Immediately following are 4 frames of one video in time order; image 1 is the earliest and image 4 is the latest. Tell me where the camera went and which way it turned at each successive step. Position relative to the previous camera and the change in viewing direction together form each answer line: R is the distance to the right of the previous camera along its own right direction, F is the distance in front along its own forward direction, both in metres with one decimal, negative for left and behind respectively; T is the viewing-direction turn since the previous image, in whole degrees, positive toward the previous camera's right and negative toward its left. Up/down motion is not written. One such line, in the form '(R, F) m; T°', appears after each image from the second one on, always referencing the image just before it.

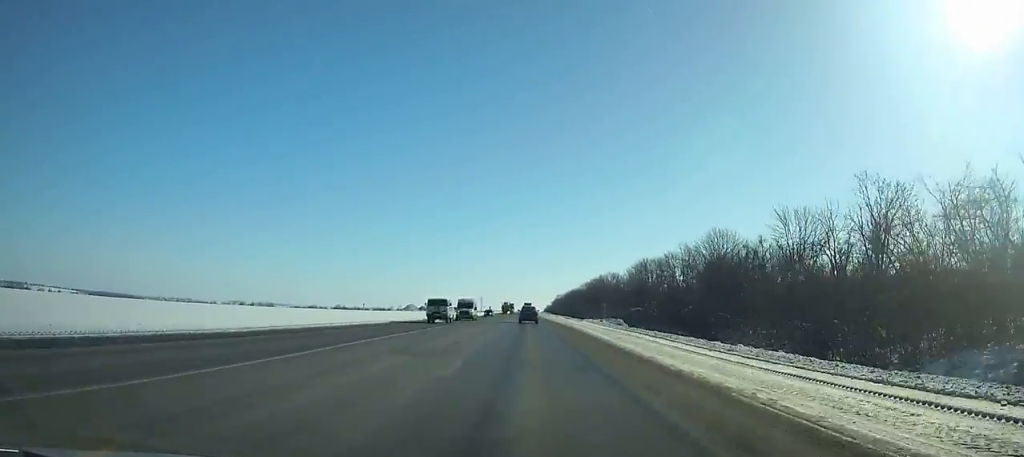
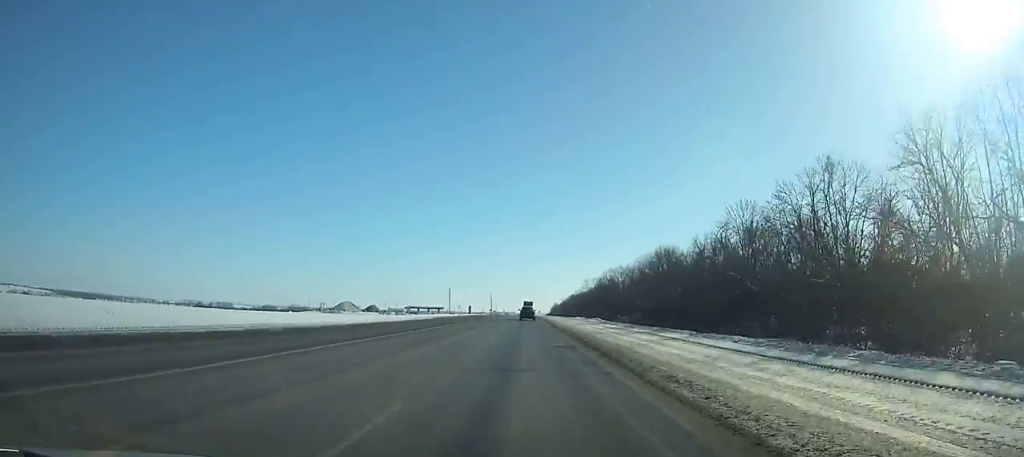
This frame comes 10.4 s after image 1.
(-1.4, +243.9) m; 0°
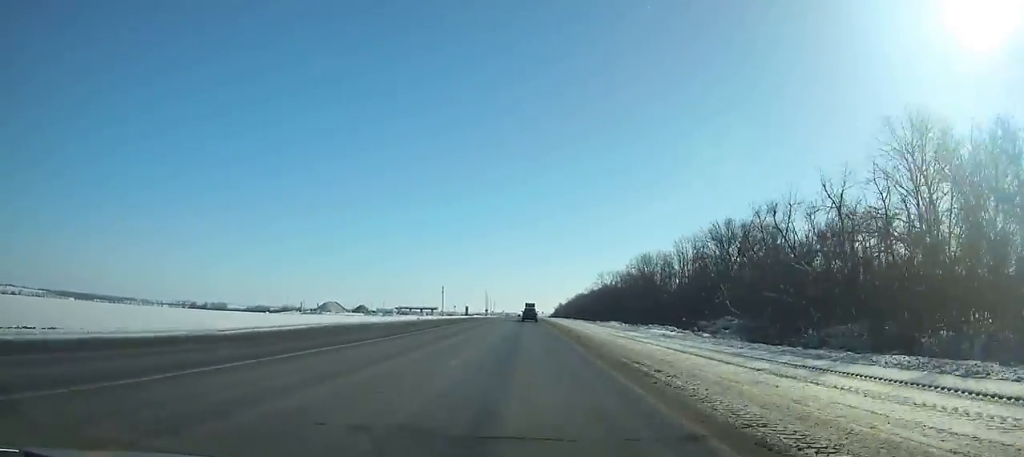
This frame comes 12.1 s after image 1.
(0.0, +40.5) m; 0°
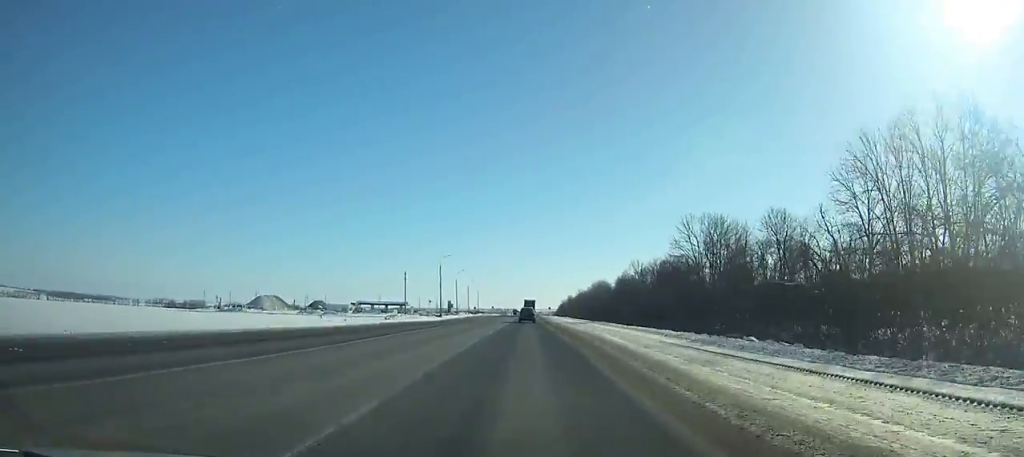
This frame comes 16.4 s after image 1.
(+0.5, +102.3) m; 0°
